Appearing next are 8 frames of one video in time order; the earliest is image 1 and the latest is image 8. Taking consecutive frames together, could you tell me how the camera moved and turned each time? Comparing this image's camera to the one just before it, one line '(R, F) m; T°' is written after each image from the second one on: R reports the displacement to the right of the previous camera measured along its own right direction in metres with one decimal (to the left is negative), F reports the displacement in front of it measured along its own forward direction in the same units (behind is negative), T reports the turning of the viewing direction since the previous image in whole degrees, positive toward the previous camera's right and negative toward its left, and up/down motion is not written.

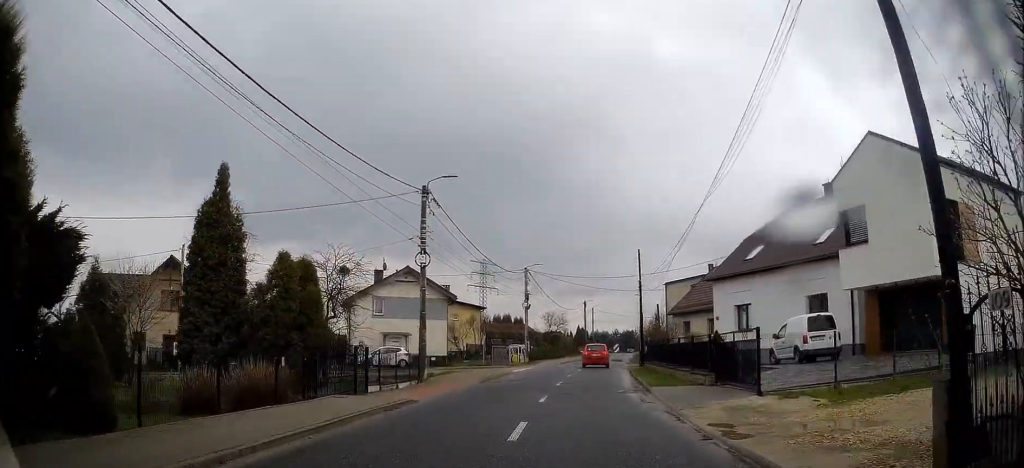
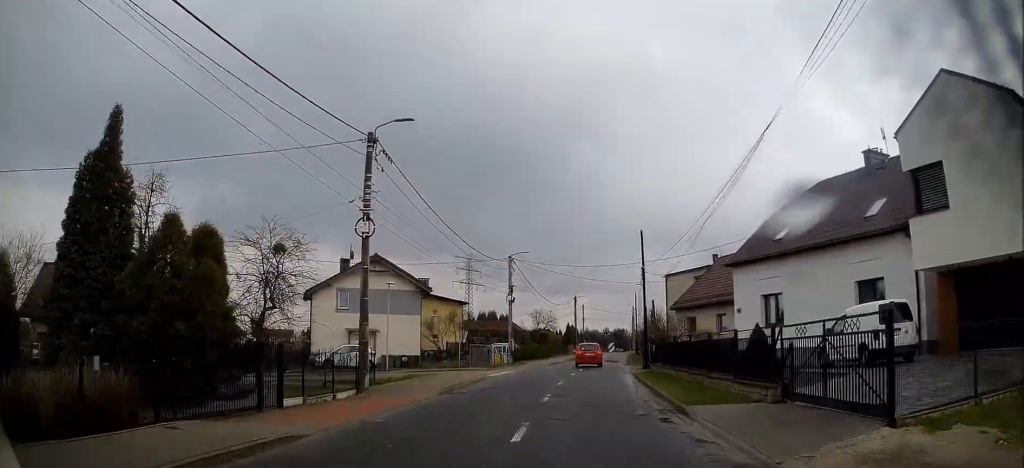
(0.0, +6.1) m; +2°
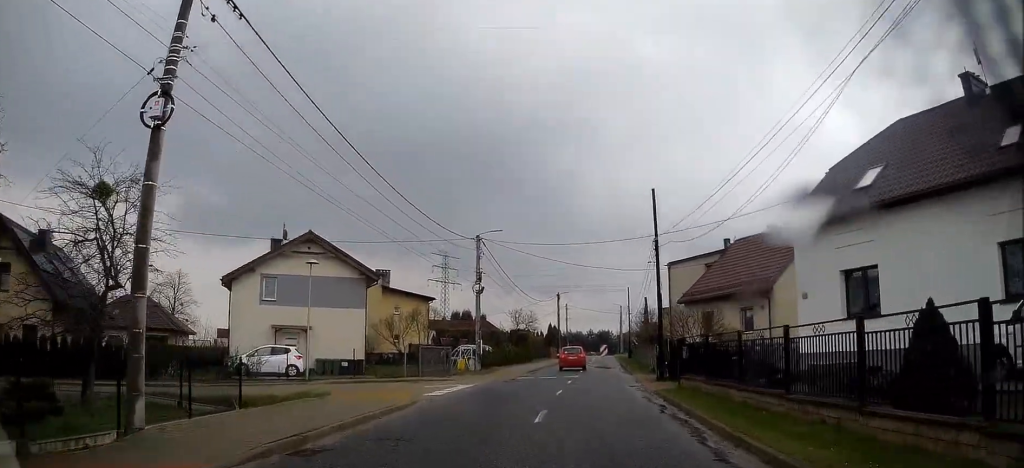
(+0.3, +9.8) m; +2°
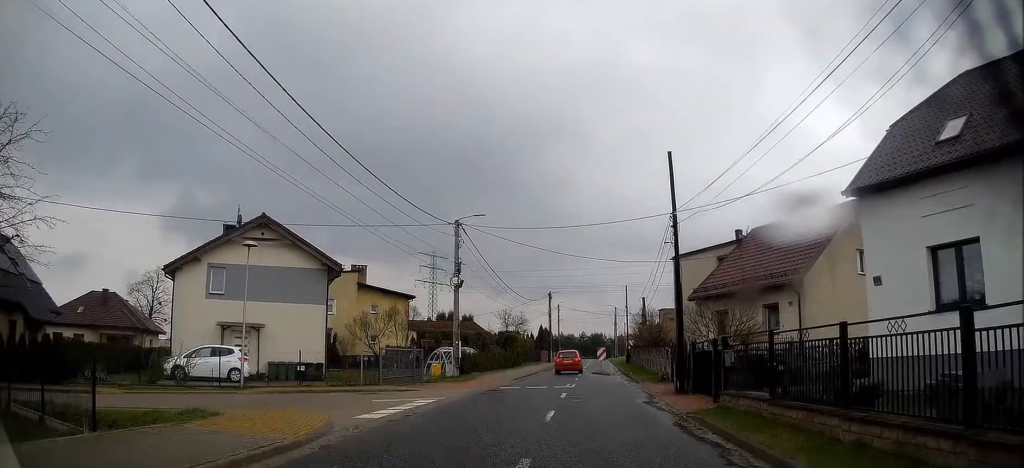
(+0.1, +5.4) m; +1°
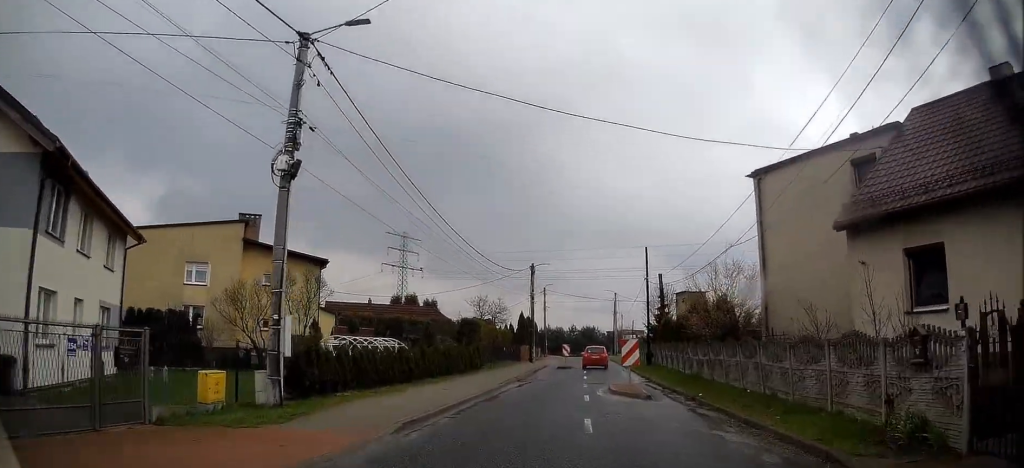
(+0.5, +20.1) m; +2°
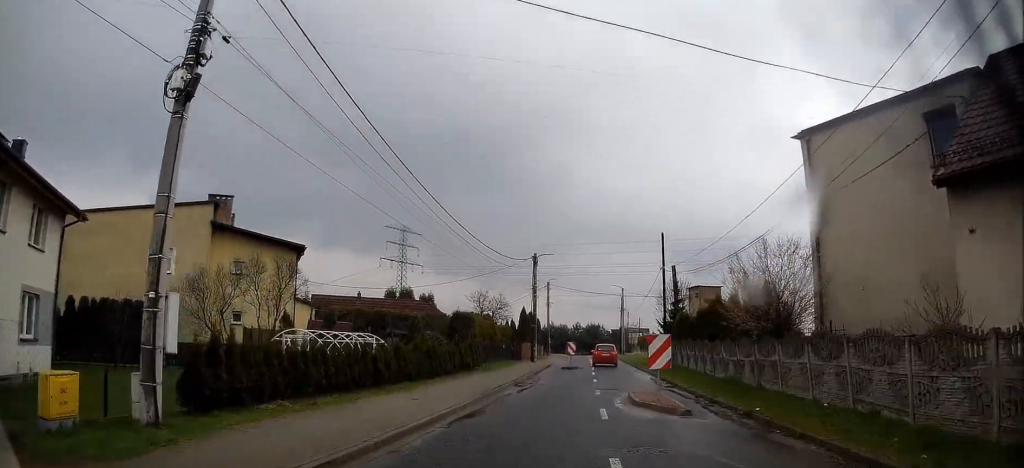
(-0.1, +4.3) m; 0°
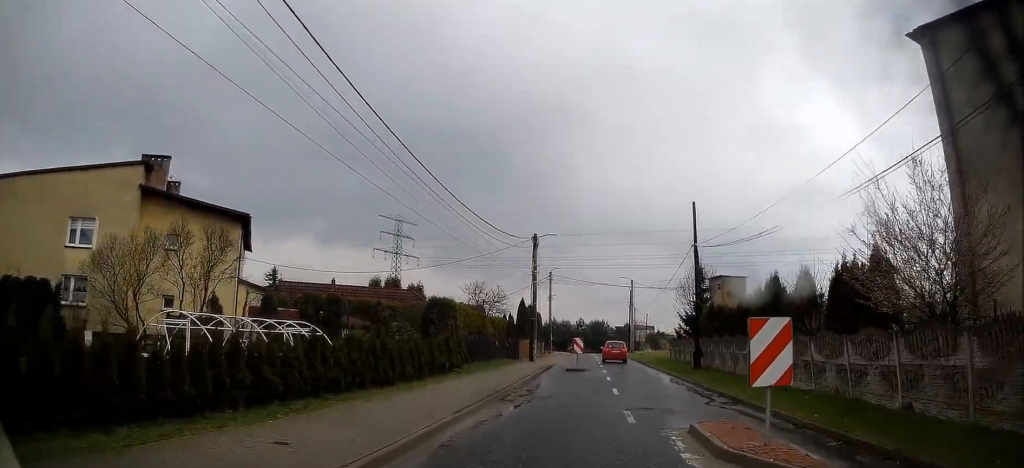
(0.0, +7.0) m; +1°
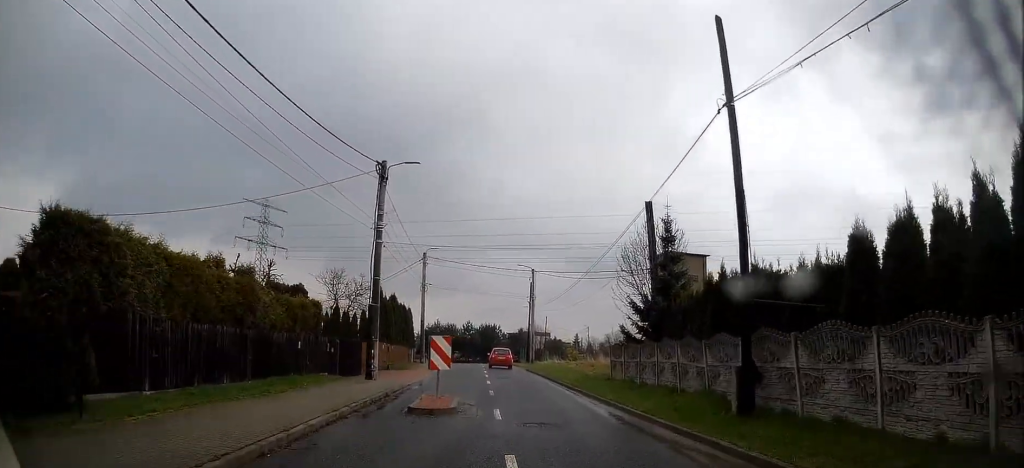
(+0.8, +17.0) m; +5°
